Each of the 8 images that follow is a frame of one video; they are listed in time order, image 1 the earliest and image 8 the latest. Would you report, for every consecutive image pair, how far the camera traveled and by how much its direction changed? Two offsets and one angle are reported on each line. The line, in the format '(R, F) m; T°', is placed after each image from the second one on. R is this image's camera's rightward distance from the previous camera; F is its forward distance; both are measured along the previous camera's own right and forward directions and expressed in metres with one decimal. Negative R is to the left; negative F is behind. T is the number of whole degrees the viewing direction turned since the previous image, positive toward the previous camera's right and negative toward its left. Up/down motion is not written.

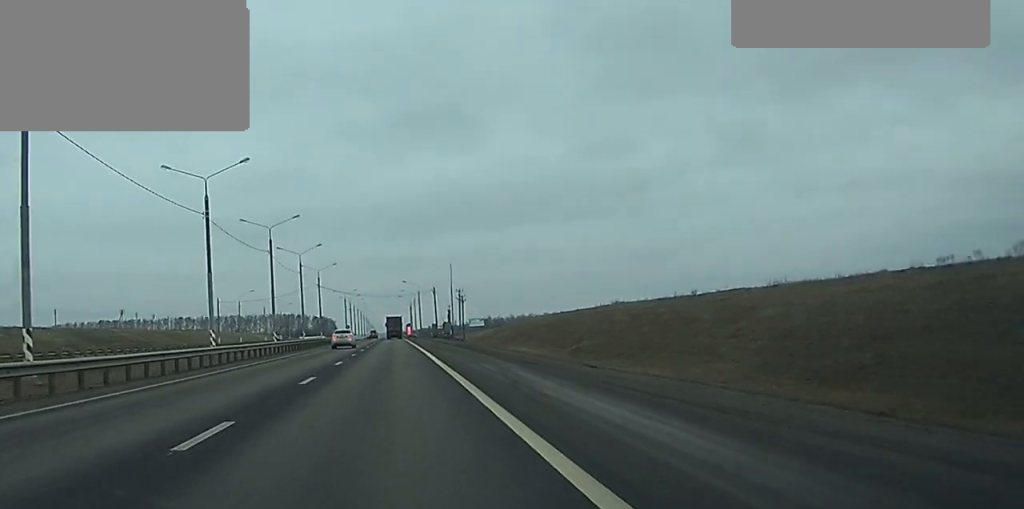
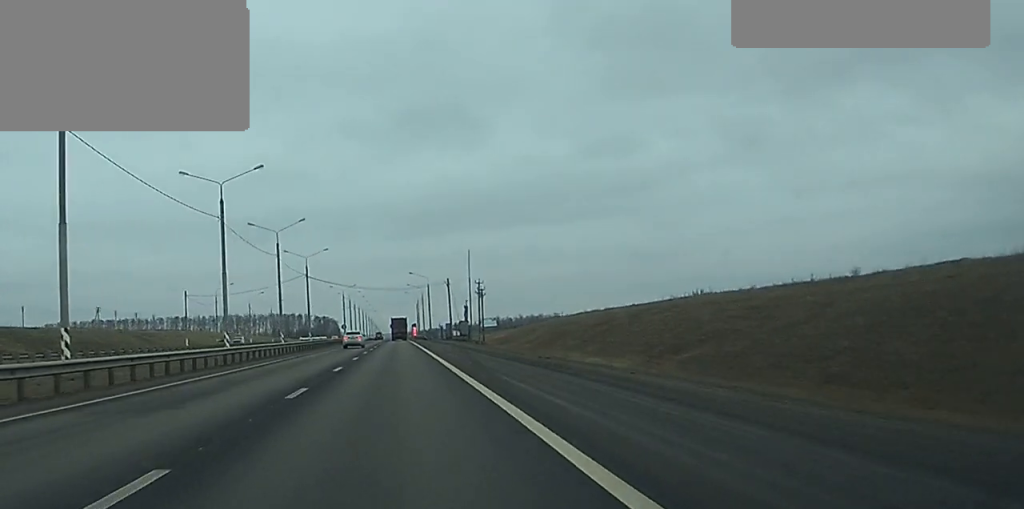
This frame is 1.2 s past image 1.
(-0.2, +28.0) m; -1°
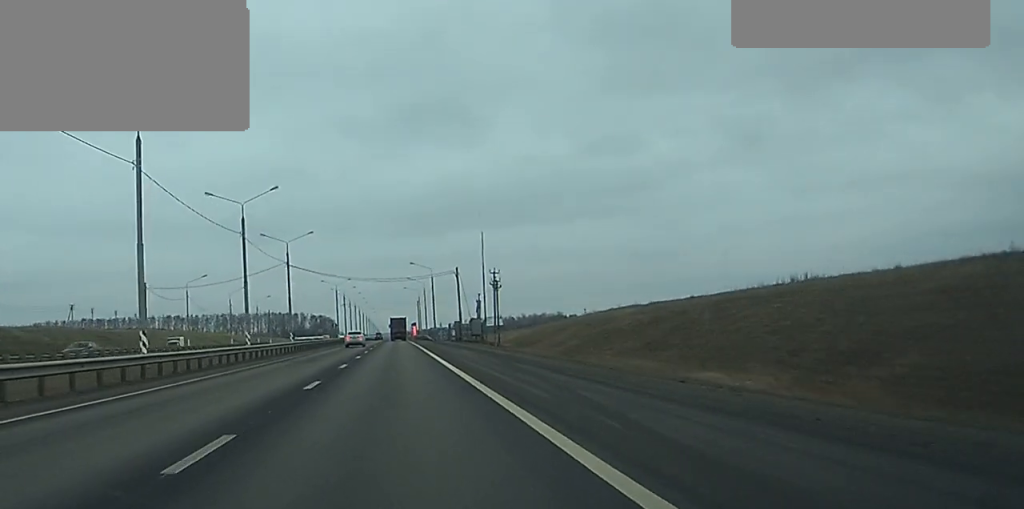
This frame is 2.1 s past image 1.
(-0.1, +19.9) m; -1°
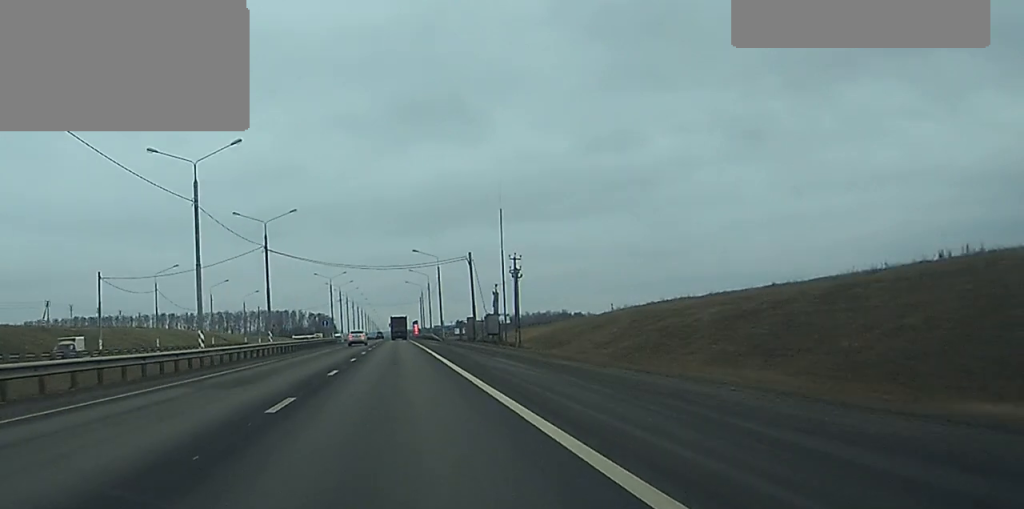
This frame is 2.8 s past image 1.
(-0.1, +16.5) m; 0°
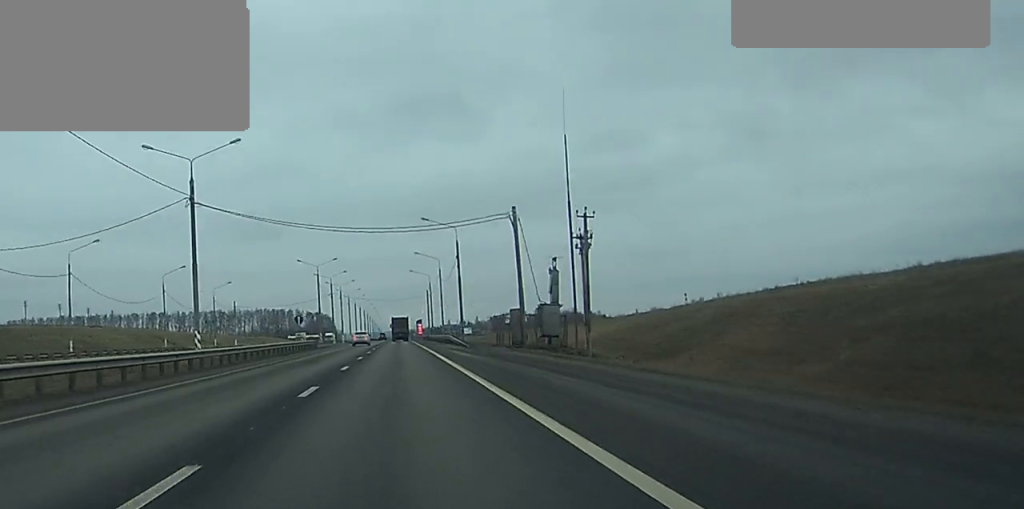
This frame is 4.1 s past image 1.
(+0.2, +28.8) m; +1°
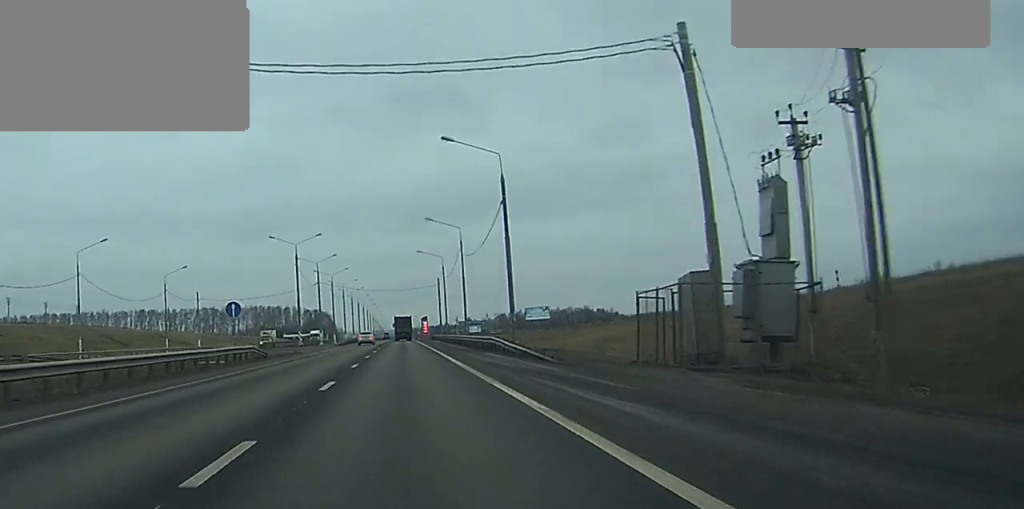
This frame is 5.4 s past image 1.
(+0.1, +34.8) m; -1°
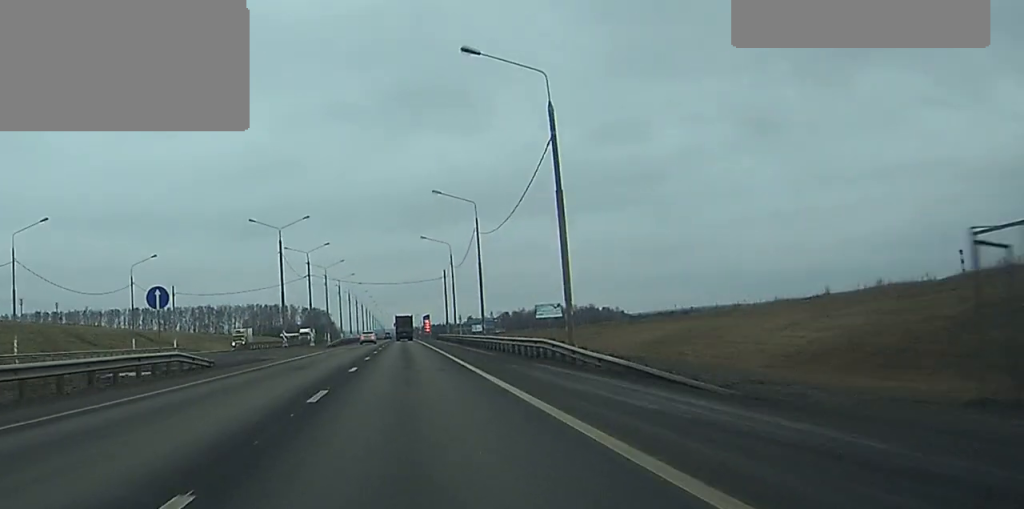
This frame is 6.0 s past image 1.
(-0.1, +17.3) m; 0°
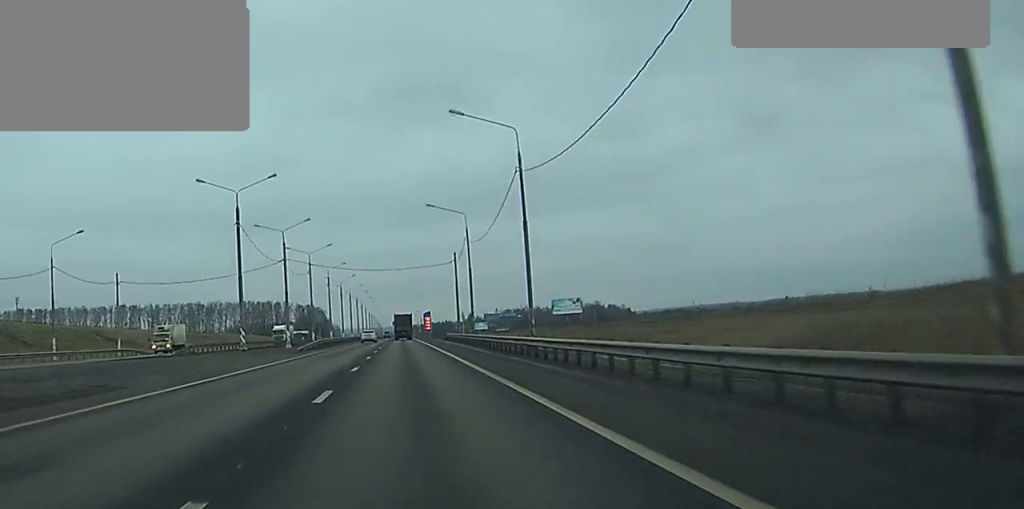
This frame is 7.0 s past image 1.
(0.0, +26.8) m; 0°
